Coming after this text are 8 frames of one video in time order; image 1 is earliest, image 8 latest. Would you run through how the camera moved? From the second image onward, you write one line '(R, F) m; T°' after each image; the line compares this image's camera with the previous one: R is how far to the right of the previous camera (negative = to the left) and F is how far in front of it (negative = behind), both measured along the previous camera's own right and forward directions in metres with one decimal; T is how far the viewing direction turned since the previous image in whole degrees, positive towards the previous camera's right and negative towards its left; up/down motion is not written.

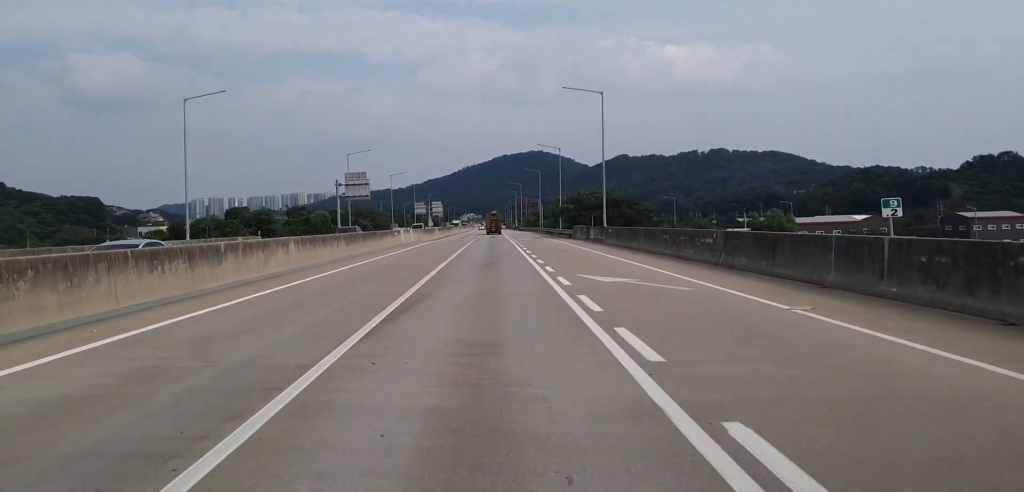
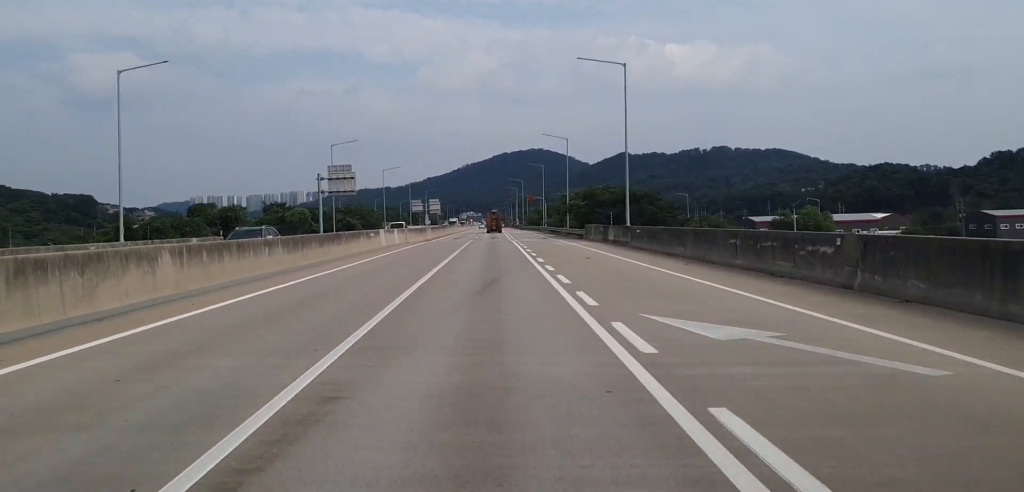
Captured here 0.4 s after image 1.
(+0.1, +10.9) m; 0°
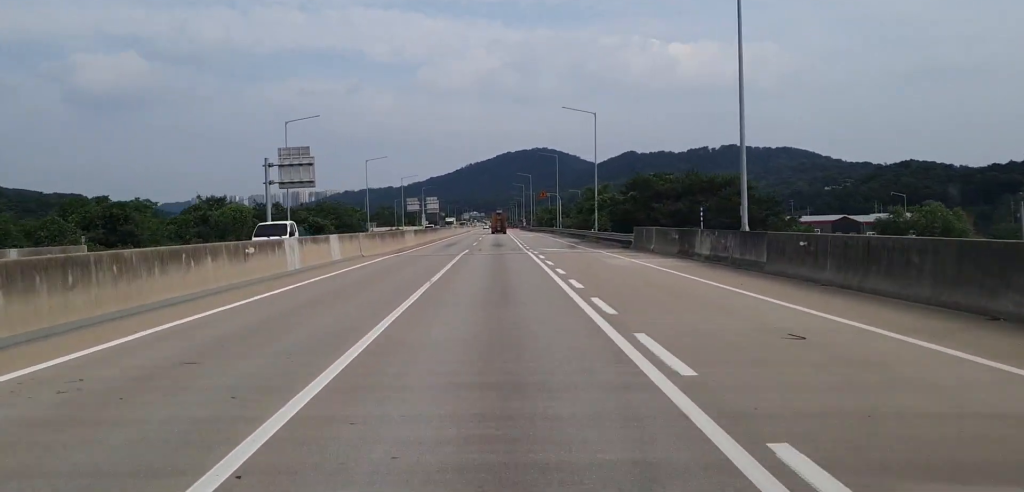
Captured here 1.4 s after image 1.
(+0.1, +23.7) m; 0°
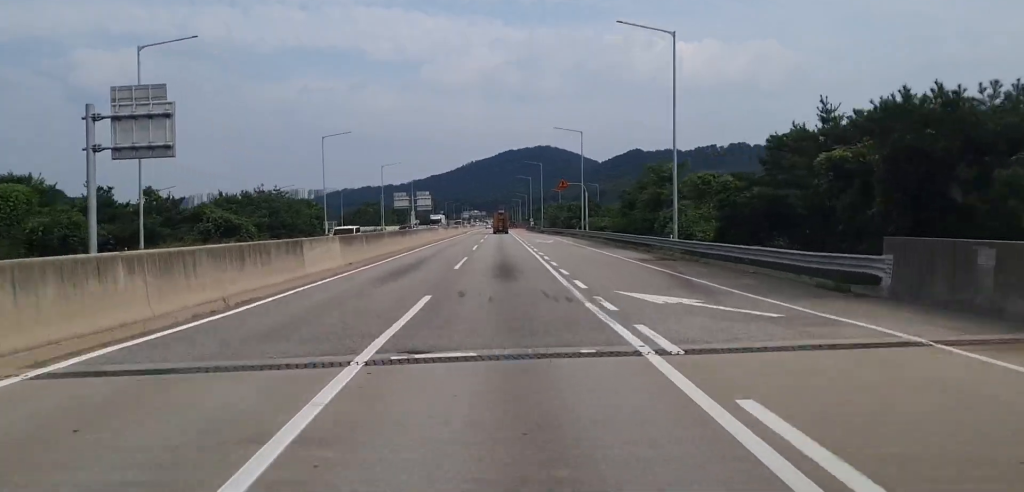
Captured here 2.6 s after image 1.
(-0.1, +32.9) m; +1°
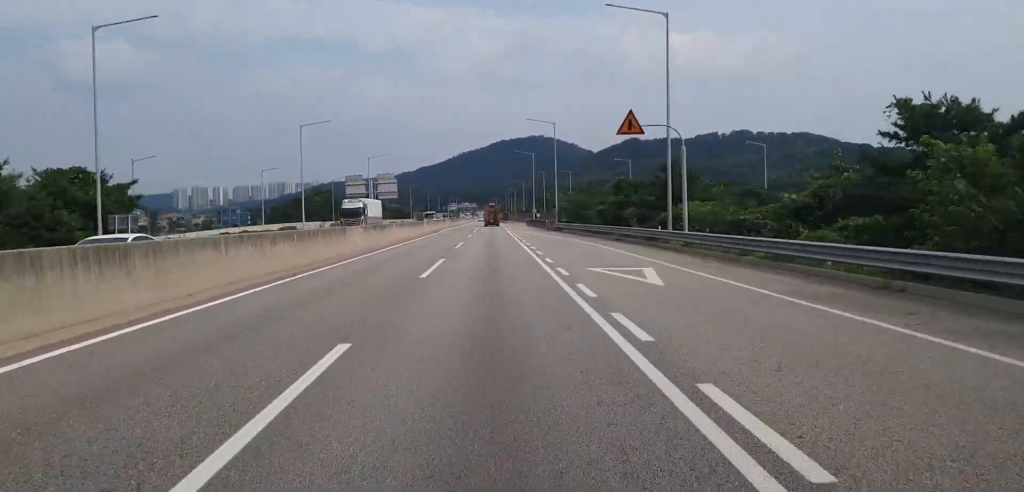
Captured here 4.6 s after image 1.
(+0.3, +50.6) m; 0°
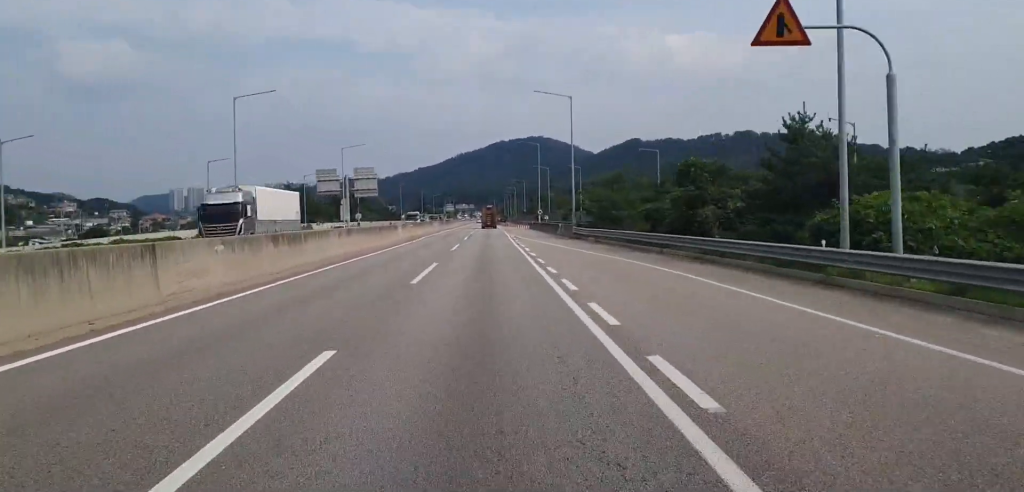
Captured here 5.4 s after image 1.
(-0.1, +18.8) m; -1°
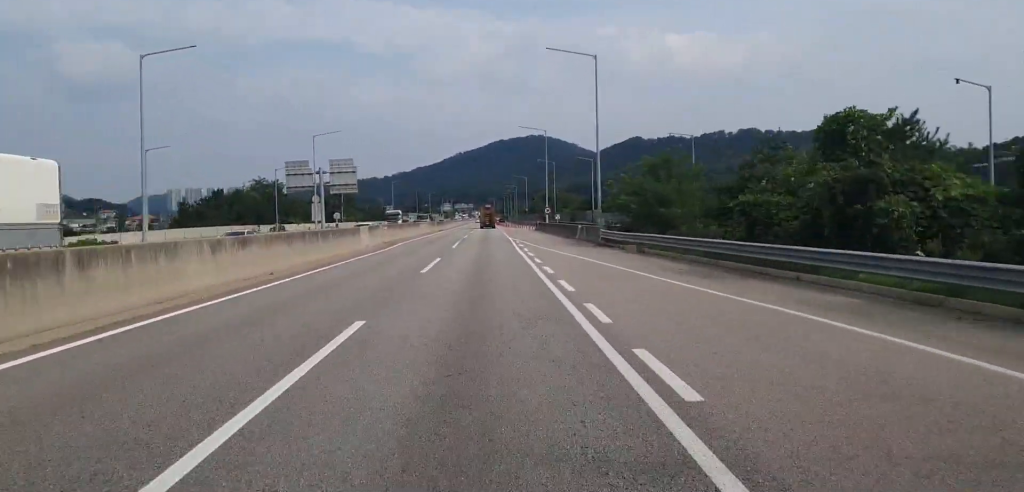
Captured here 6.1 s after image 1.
(-0.1, +15.1) m; -1°
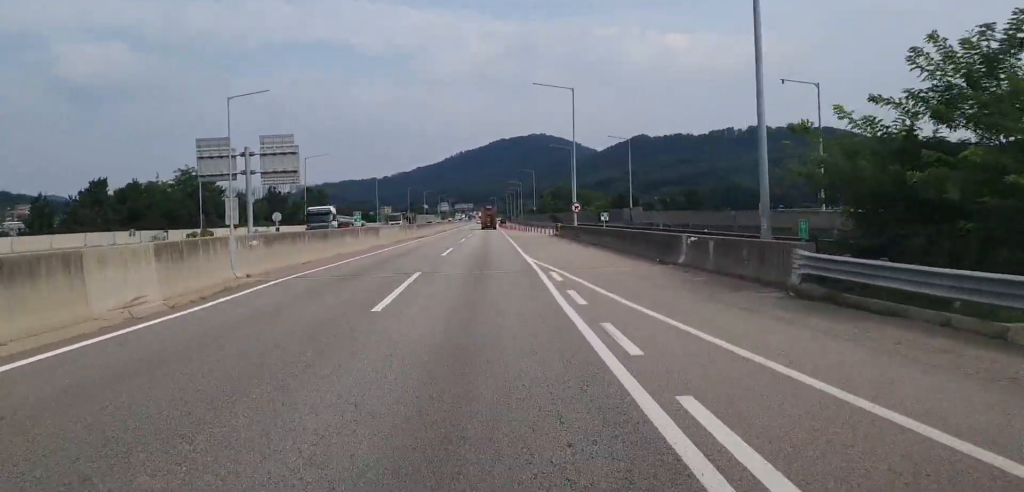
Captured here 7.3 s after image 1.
(-0.1, +28.3) m; 0°
